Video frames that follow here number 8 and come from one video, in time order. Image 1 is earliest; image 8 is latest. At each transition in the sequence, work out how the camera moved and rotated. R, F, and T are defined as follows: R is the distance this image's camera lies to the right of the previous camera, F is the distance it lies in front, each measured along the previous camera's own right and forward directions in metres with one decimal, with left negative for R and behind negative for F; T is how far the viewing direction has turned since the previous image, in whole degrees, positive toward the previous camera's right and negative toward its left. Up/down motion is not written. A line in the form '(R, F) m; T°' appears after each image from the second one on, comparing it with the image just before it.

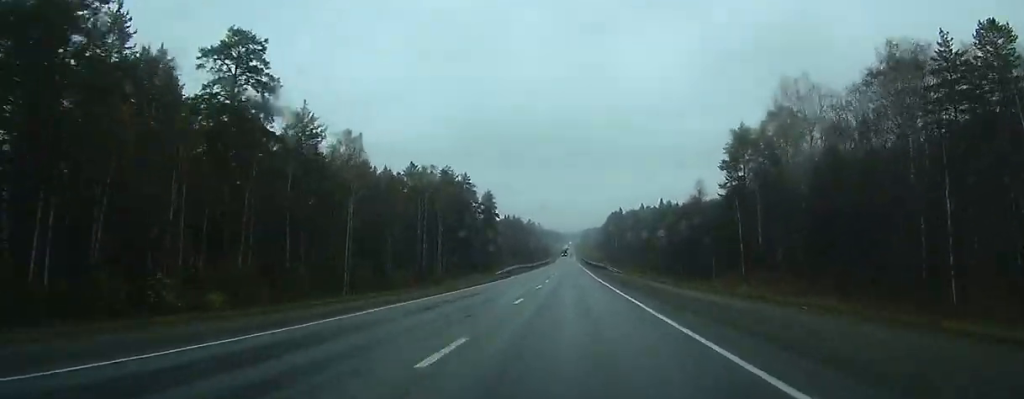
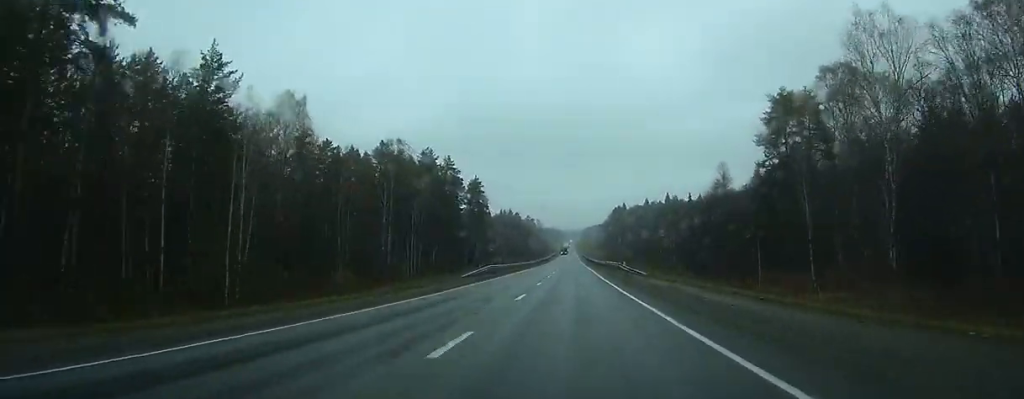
(0.0, +23.3) m; 0°
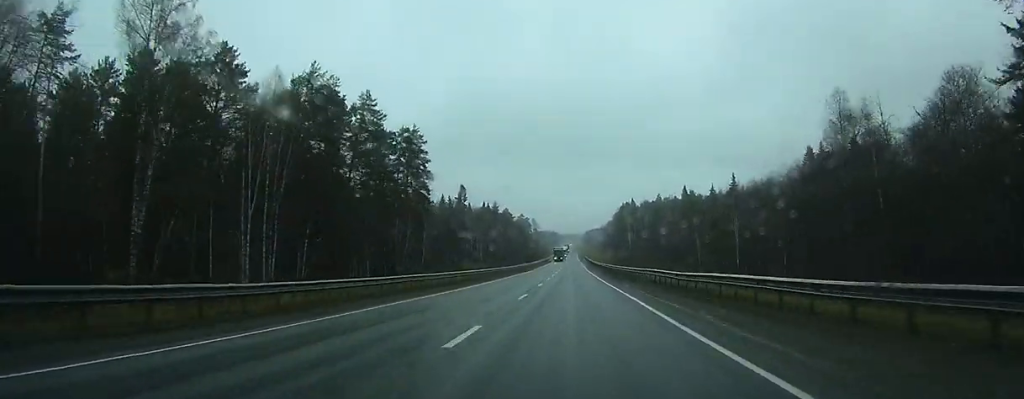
(0.0, +58.6) m; 0°
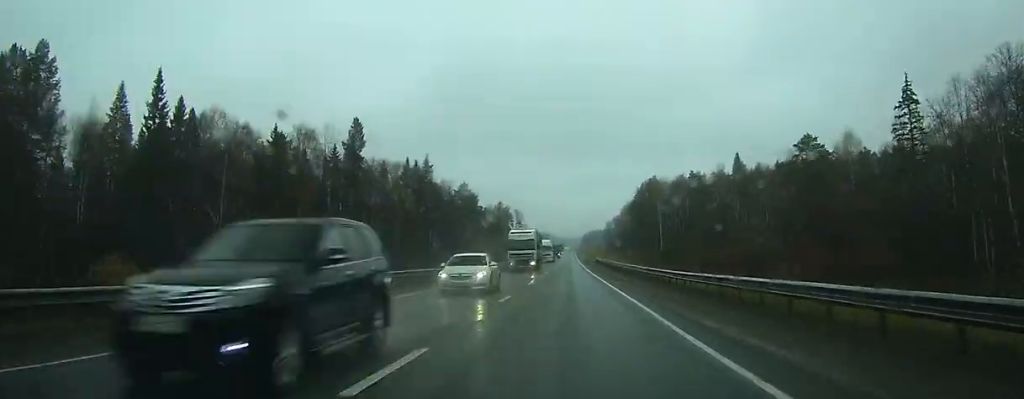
(+0.4, +110.3) m; 0°
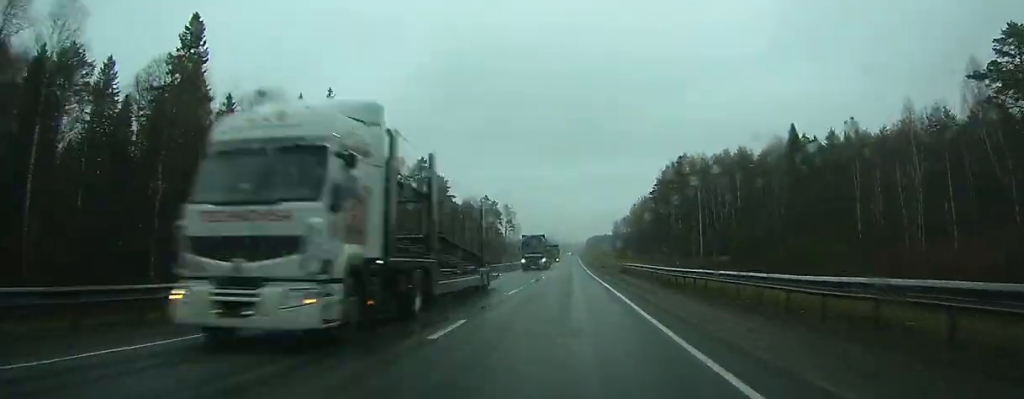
(-0.1, +55.7) m; 0°
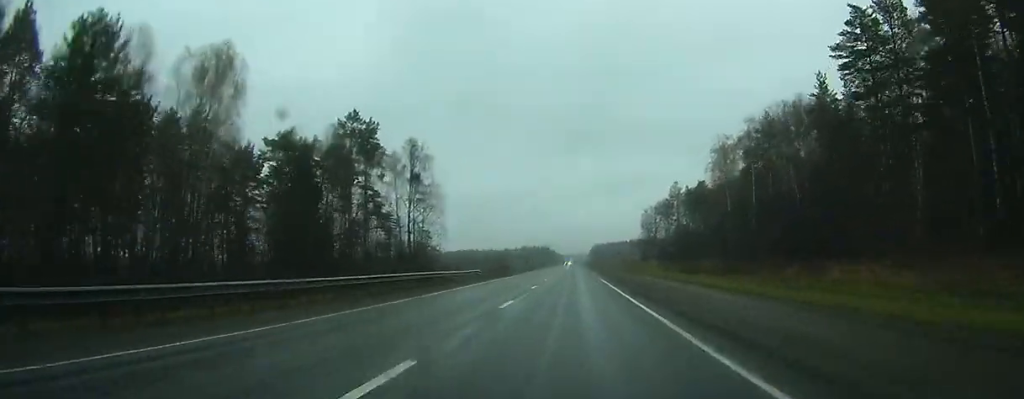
(+0.4, +148.5) m; +1°
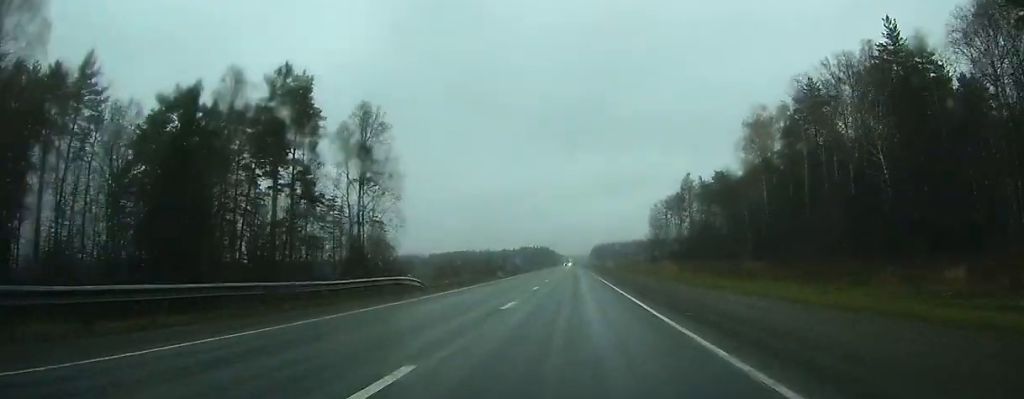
(-0.2, +24.2) m; 0°
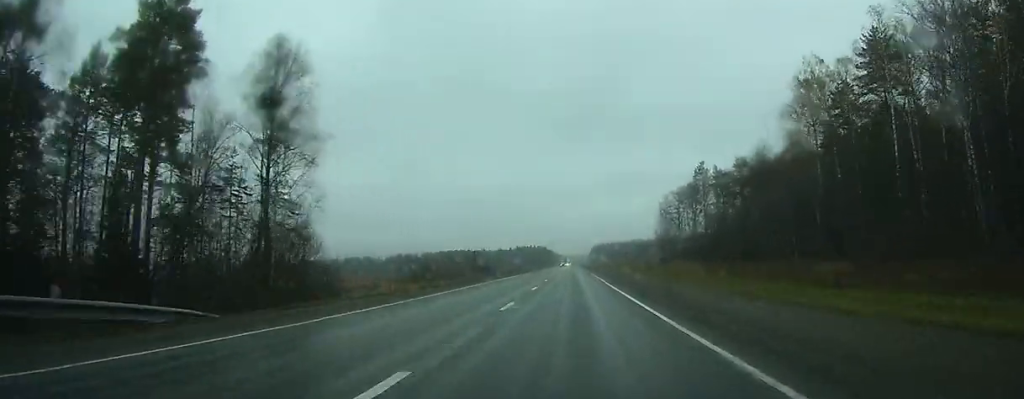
(+0.2, +24.3) m; 0°
